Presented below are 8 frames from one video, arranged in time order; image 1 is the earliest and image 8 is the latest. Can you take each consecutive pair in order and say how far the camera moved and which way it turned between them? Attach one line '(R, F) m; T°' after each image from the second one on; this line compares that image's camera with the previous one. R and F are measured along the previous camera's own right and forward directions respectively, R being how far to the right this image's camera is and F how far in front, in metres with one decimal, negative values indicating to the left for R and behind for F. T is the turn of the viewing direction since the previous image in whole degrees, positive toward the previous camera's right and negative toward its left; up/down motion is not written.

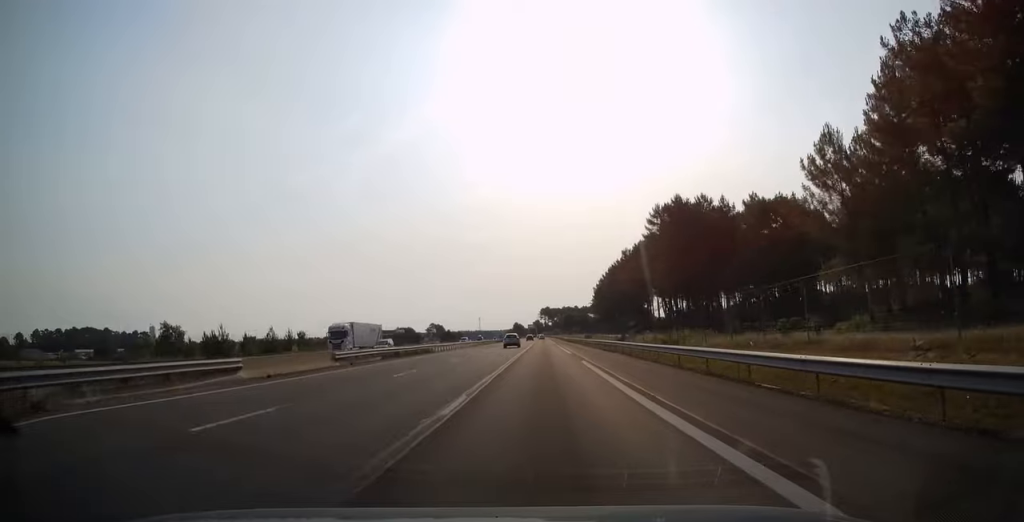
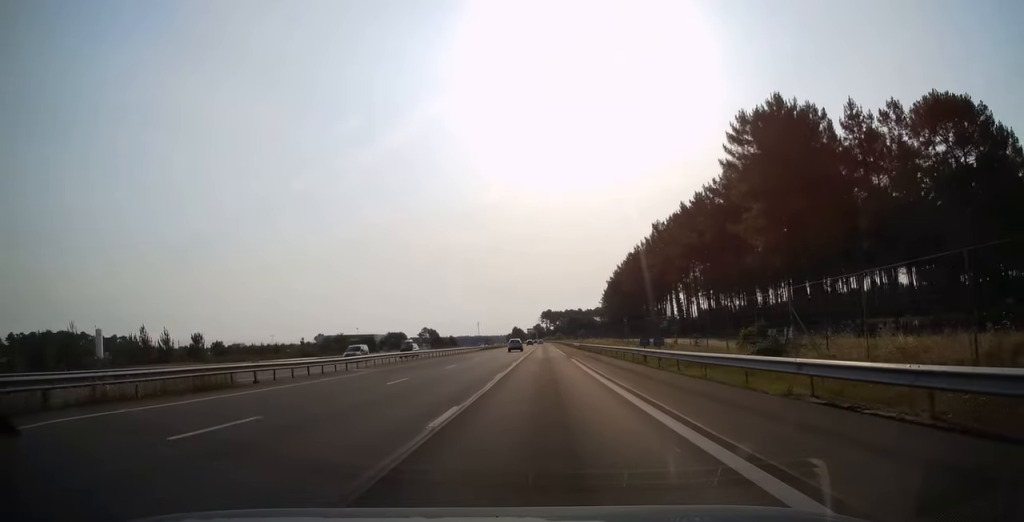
(+0.4, +39.9) m; +1°
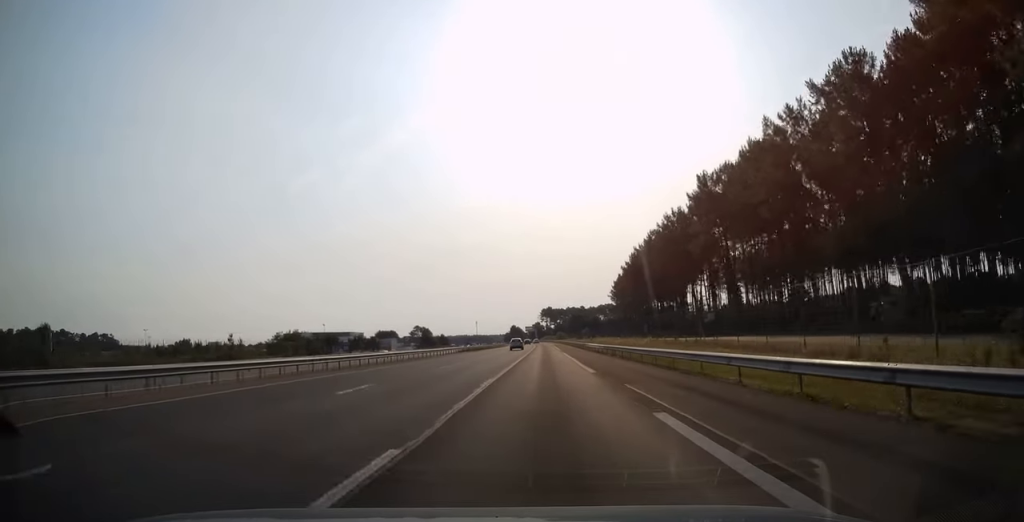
(0.0, +31.5) m; 0°
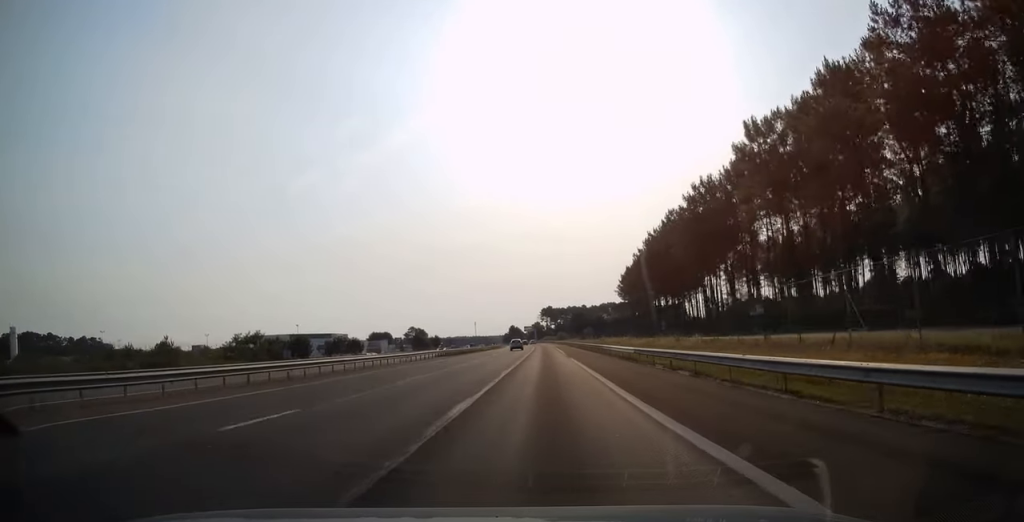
(-0.1, +19.2) m; 0°
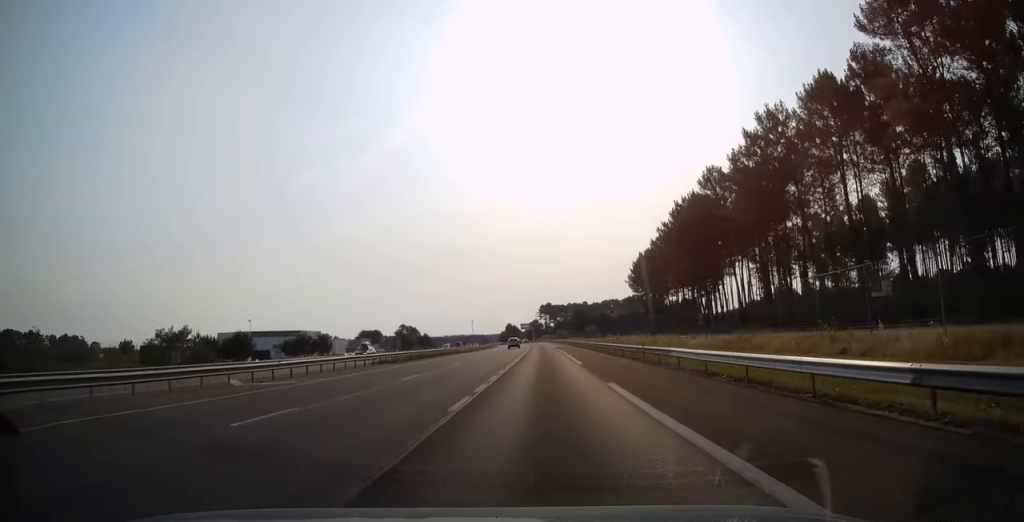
(0.0, +25.7) m; +1°
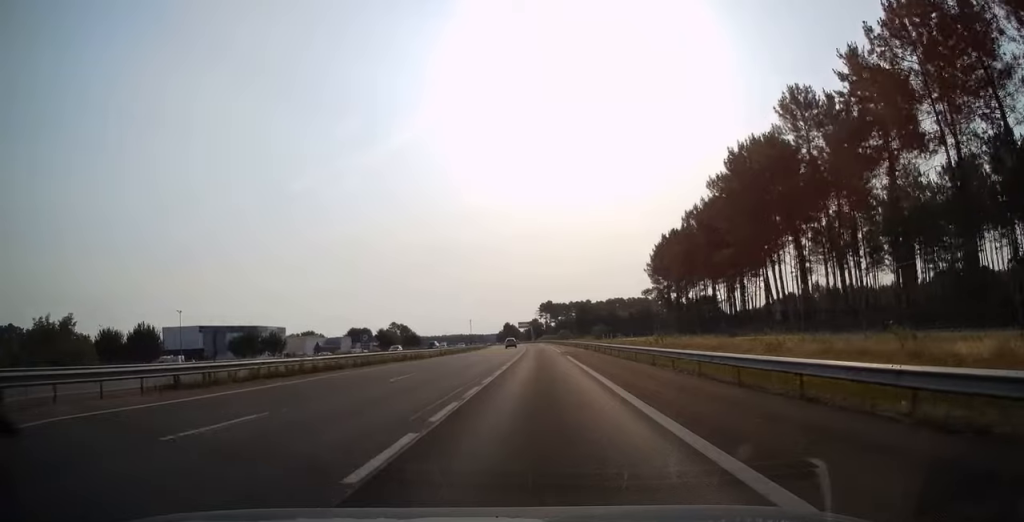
(+0.3, +27.7) m; 0°
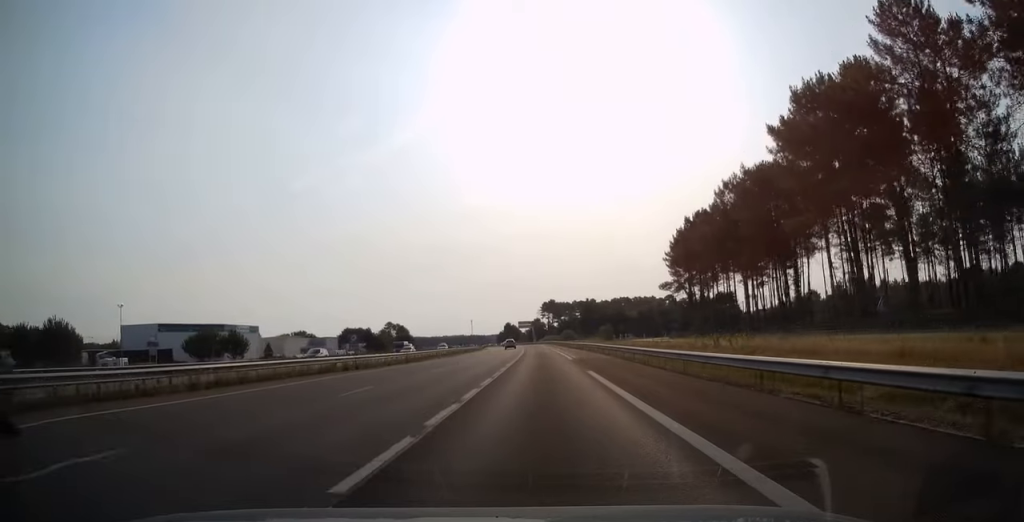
(-0.3, +17.7) m; -1°
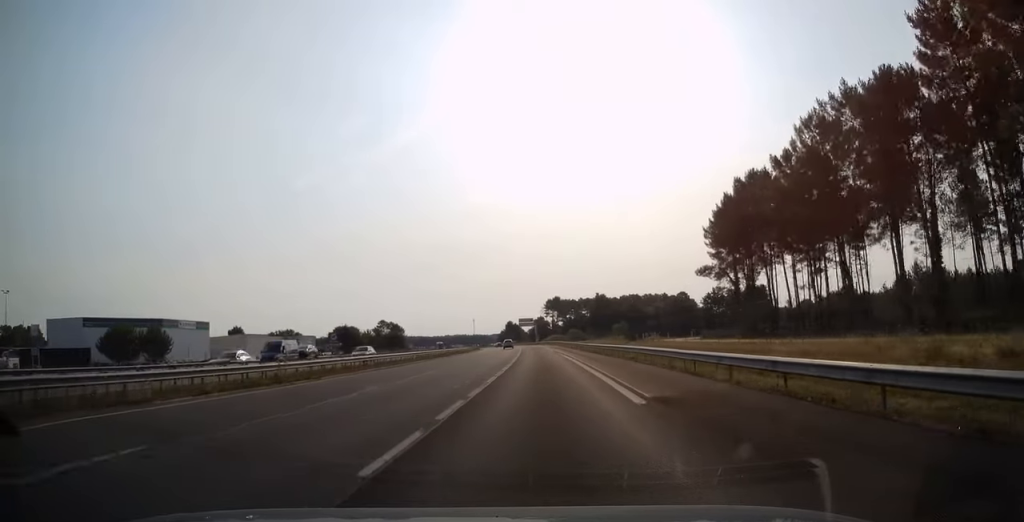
(-0.1, +25.6) m; 0°
